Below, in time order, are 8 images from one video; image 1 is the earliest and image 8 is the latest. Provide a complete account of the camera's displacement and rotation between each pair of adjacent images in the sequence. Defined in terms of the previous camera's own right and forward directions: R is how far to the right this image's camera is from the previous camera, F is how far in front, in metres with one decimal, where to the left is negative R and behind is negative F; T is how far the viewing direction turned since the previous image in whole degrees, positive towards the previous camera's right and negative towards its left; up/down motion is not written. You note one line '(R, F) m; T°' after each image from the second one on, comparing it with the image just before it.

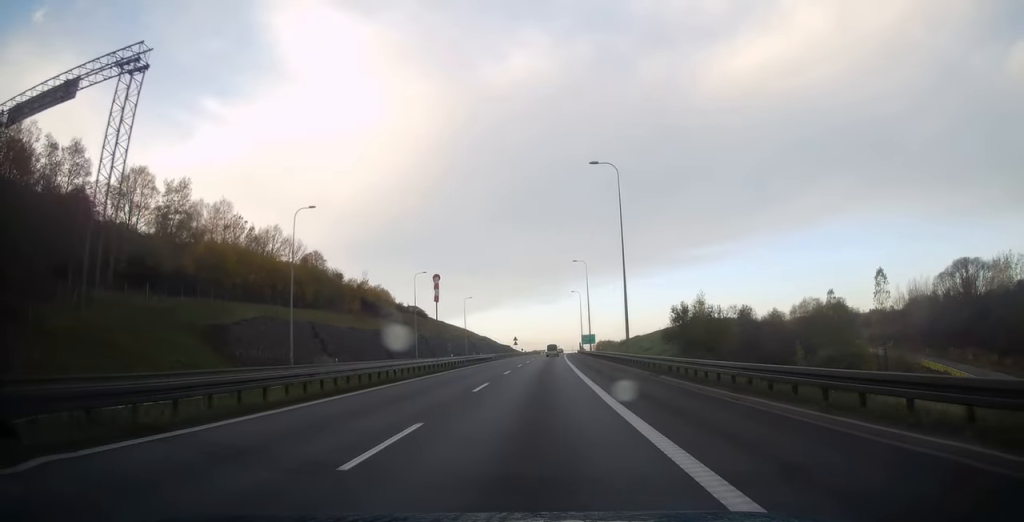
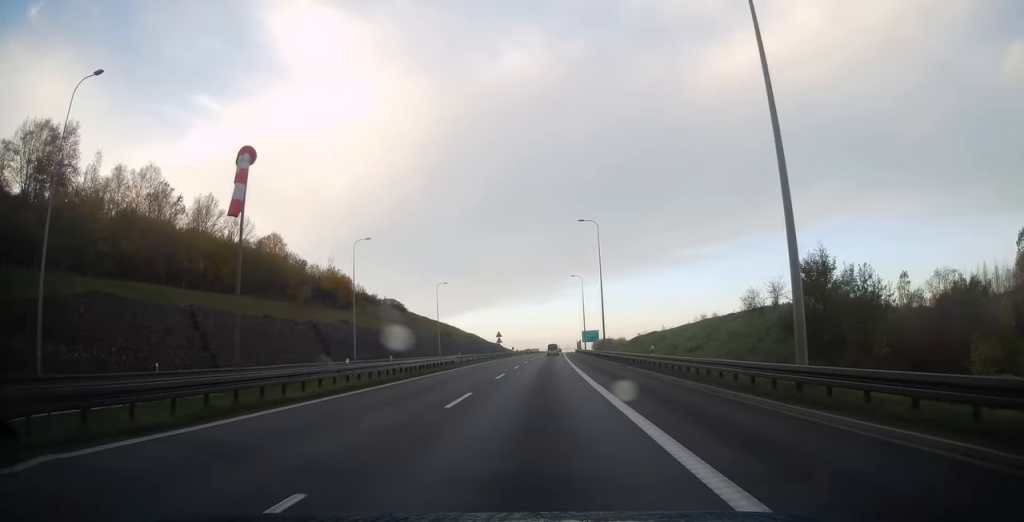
(0.0, +29.5) m; 0°
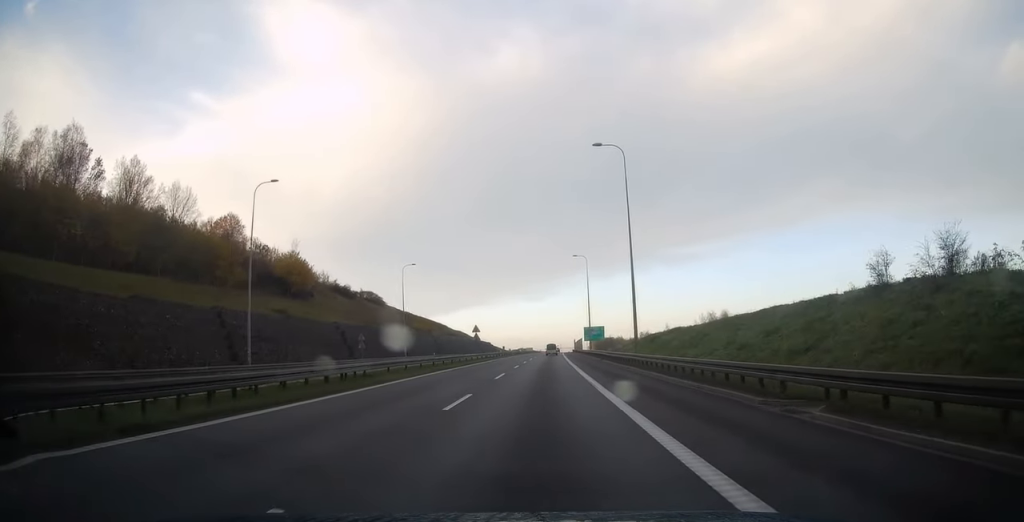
(+0.2, +24.7) m; +1°
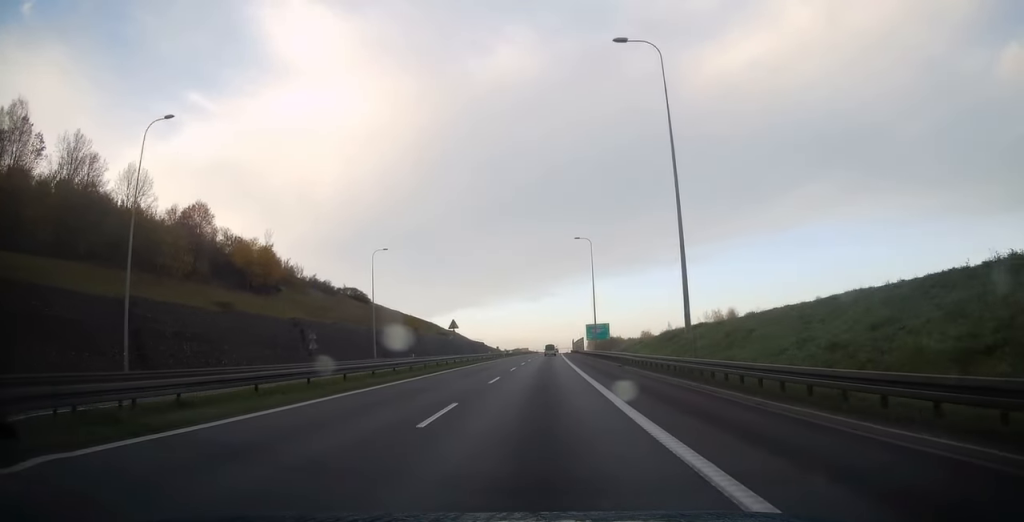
(+0.1, +14.7) m; +1°
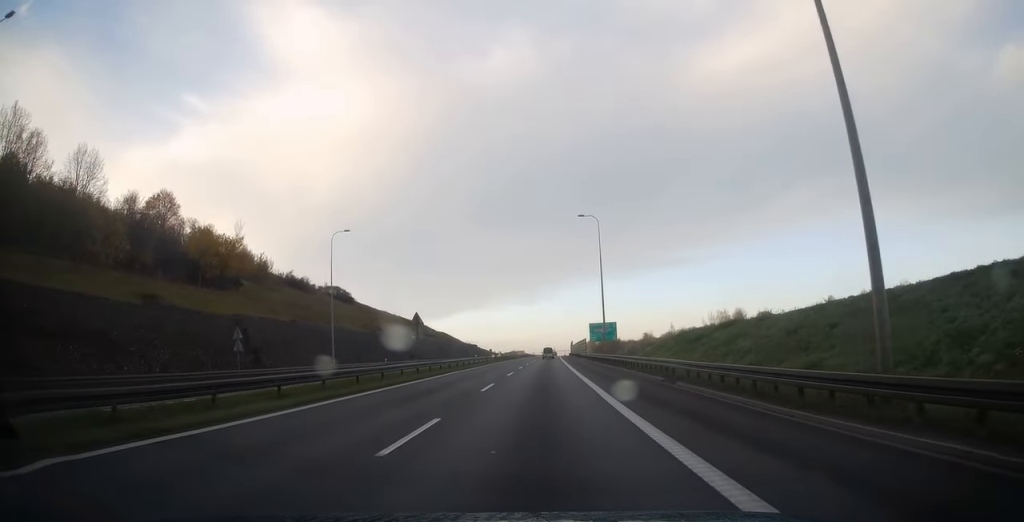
(0.0, +14.2) m; 0°
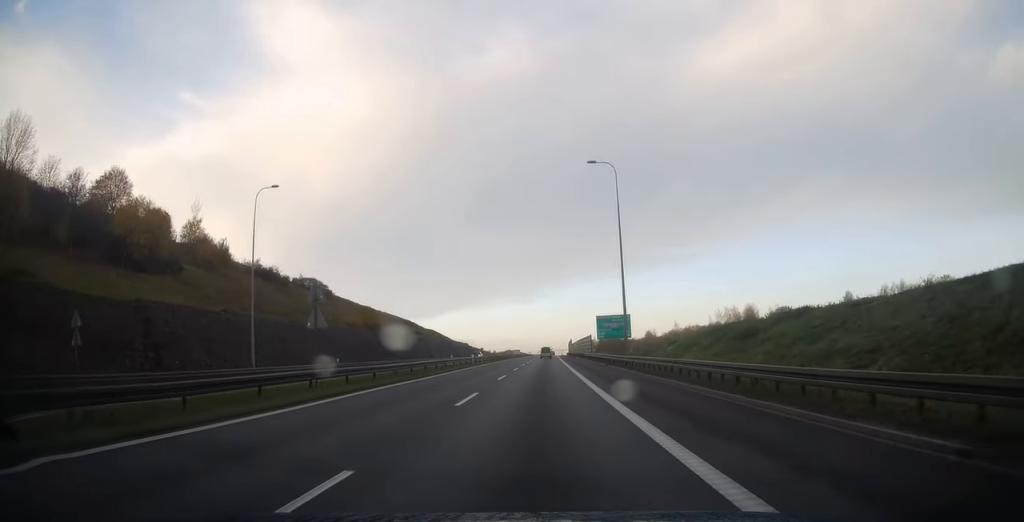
(0.0, +17.3) m; 0°
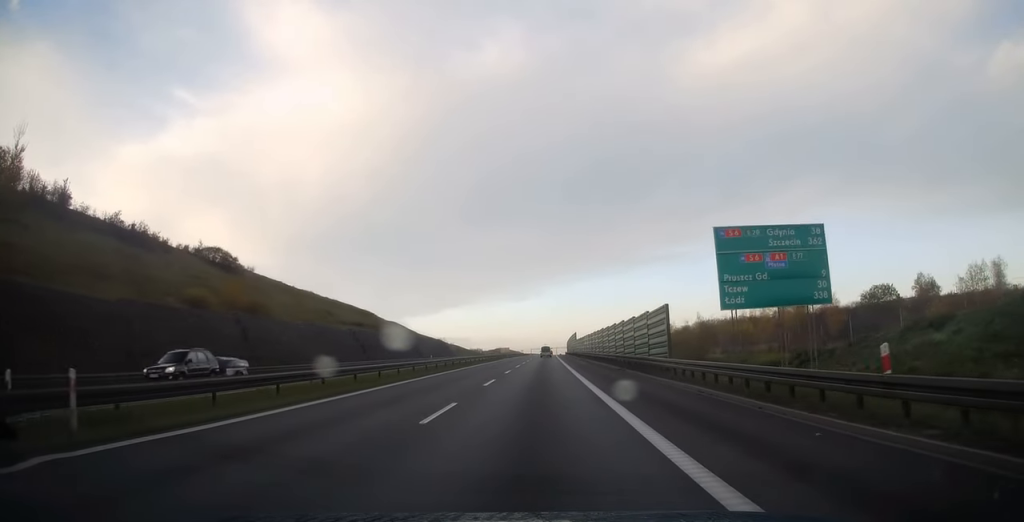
(-0.2, +50.5) m; +1°
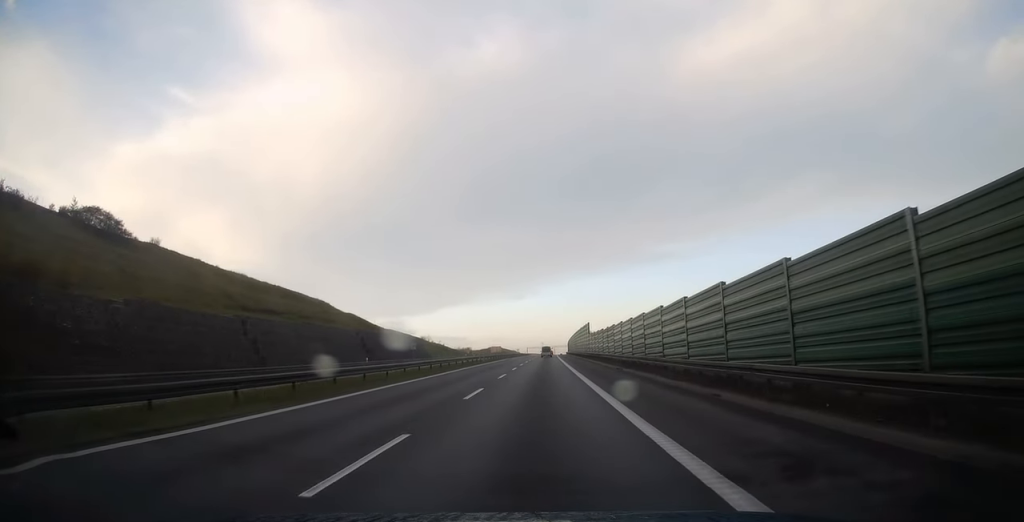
(+0.4, +39.0) m; +1°
